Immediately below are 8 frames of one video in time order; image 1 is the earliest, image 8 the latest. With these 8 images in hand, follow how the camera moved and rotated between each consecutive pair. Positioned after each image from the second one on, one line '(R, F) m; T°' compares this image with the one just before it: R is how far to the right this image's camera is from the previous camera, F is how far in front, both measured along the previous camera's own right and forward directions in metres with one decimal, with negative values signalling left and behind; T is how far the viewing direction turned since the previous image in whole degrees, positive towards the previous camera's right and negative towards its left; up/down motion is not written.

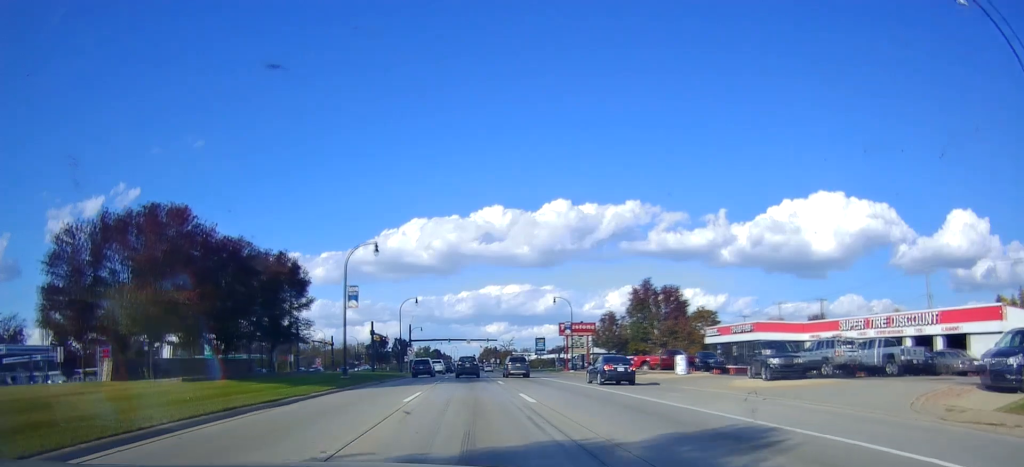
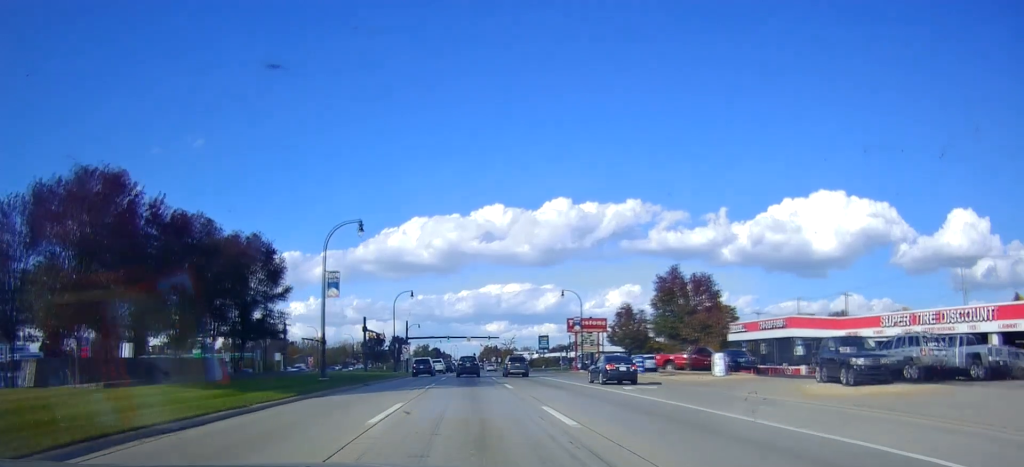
(-0.3, +6.2) m; 0°
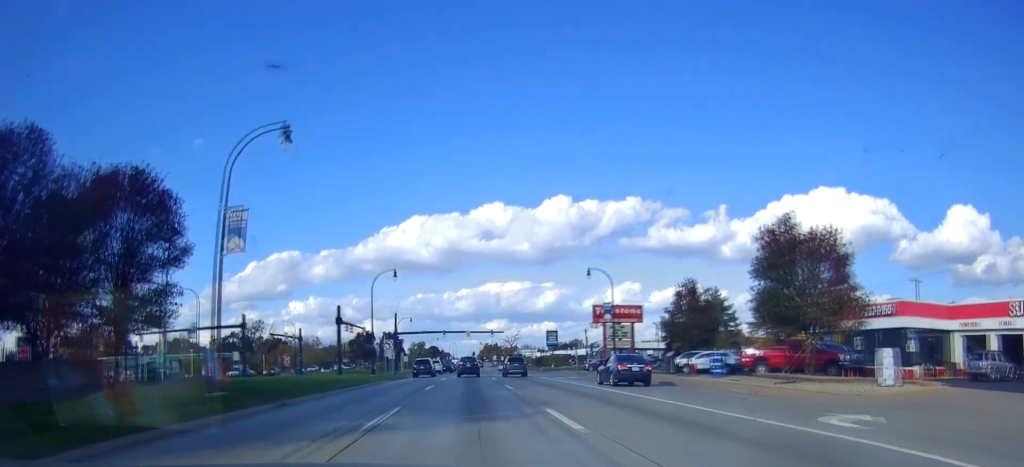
(+0.4, +15.0) m; +2°
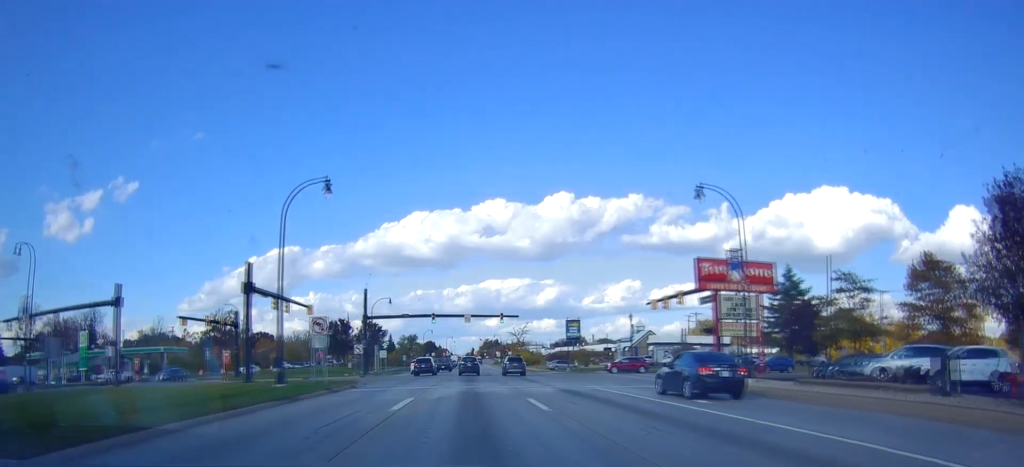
(+0.4, +25.9) m; +1°
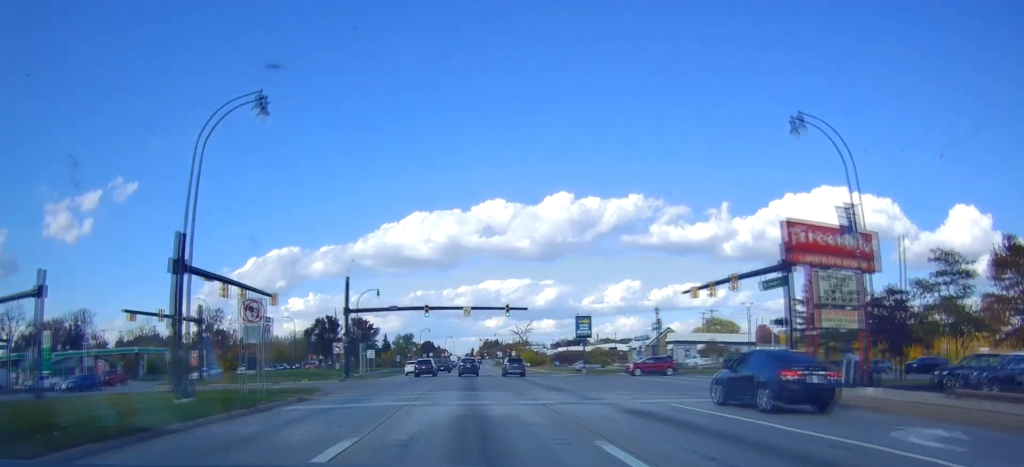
(0.0, +9.4) m; 0°
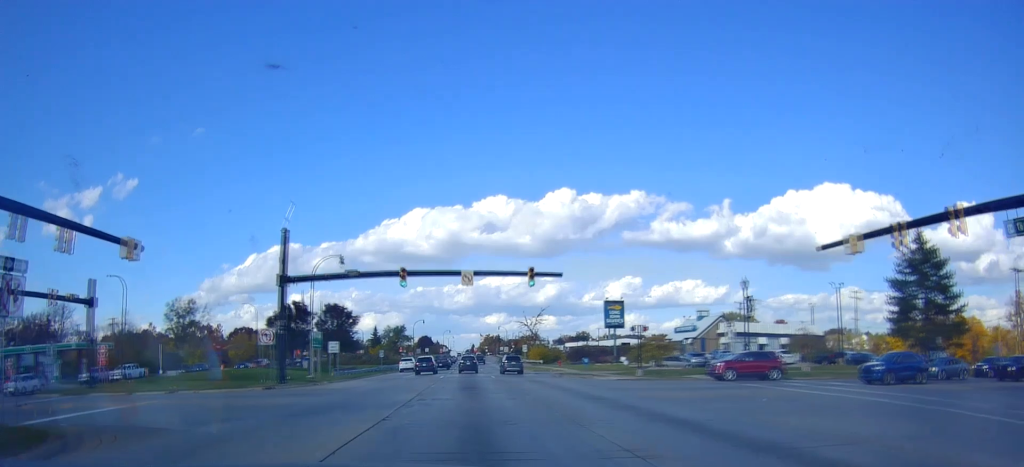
(0.0, +19.1) m; -1°
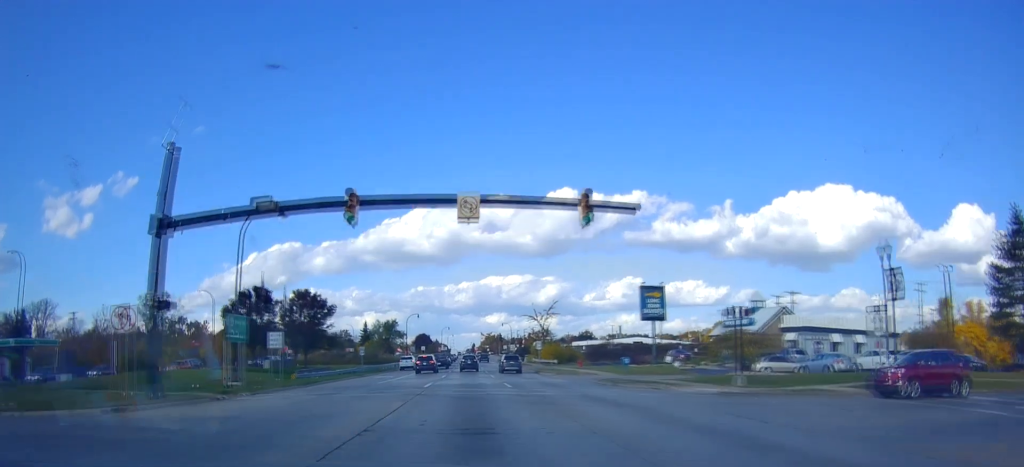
(0.0, +15.1) m; -2°
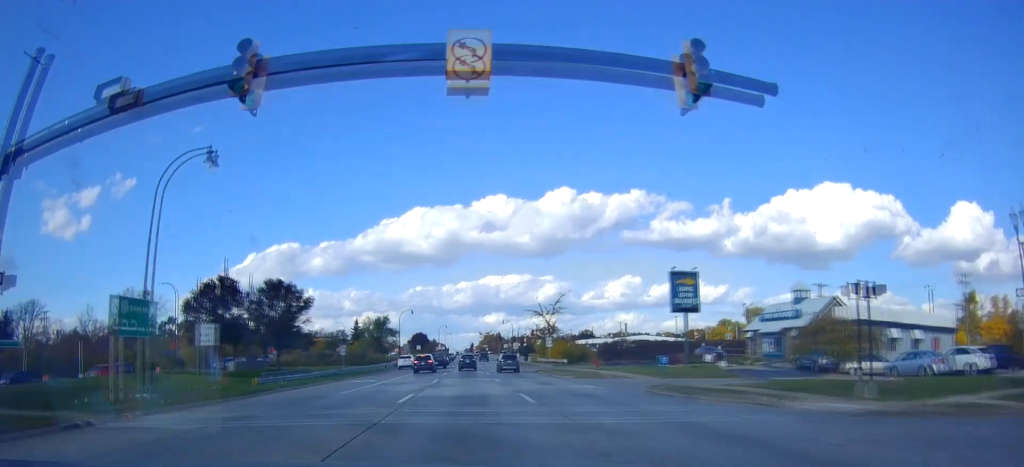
(-0.4, +9.2) m; 0°
